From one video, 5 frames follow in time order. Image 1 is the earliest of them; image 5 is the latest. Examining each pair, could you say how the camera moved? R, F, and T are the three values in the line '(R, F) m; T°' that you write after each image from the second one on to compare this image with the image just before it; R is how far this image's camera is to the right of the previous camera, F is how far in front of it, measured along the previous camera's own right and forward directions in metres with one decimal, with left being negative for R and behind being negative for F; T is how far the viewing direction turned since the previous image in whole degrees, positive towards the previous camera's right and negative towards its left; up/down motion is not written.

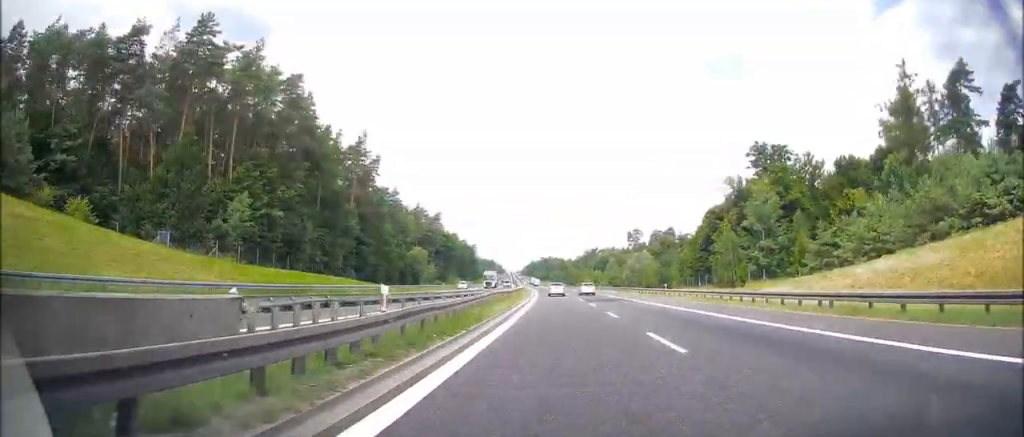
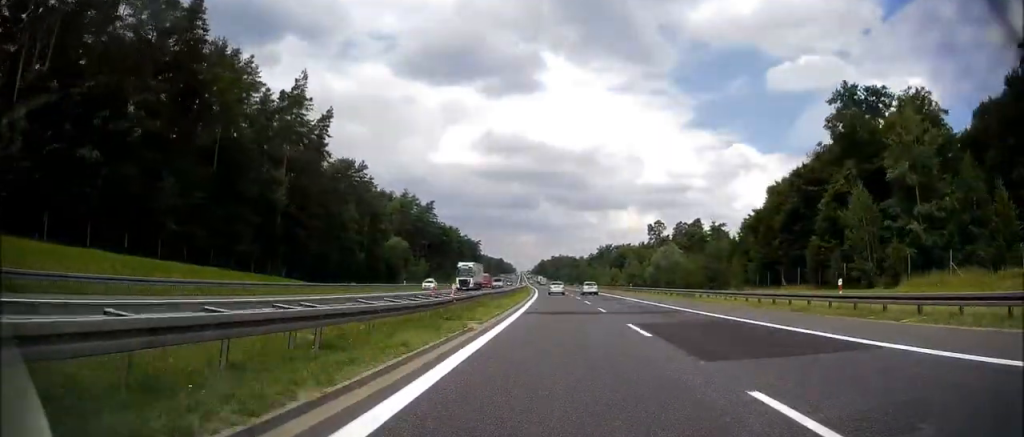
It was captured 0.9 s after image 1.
(-0.2, +32.7) m; -1°
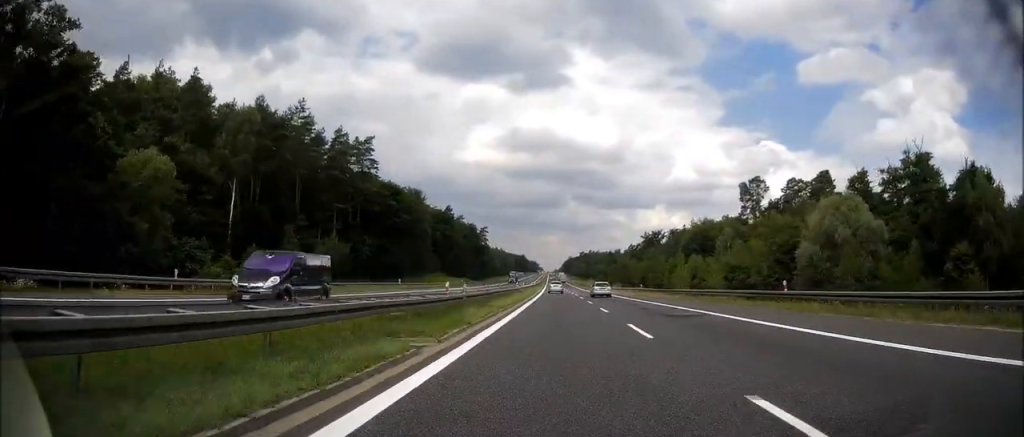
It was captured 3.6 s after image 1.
(-2.8, +96.9) m; -2°
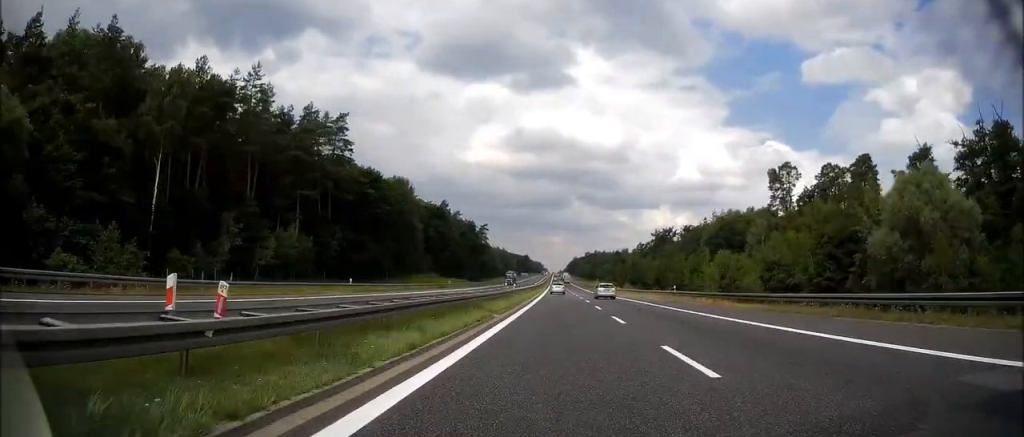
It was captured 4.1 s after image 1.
(0.0, +18.3) m; 0°
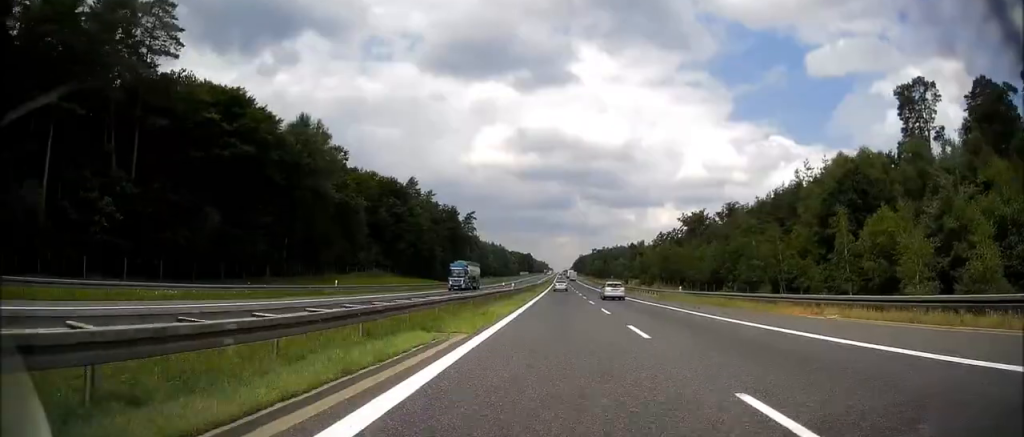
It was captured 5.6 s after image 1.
(-0.5, +54.1) m; -1°
